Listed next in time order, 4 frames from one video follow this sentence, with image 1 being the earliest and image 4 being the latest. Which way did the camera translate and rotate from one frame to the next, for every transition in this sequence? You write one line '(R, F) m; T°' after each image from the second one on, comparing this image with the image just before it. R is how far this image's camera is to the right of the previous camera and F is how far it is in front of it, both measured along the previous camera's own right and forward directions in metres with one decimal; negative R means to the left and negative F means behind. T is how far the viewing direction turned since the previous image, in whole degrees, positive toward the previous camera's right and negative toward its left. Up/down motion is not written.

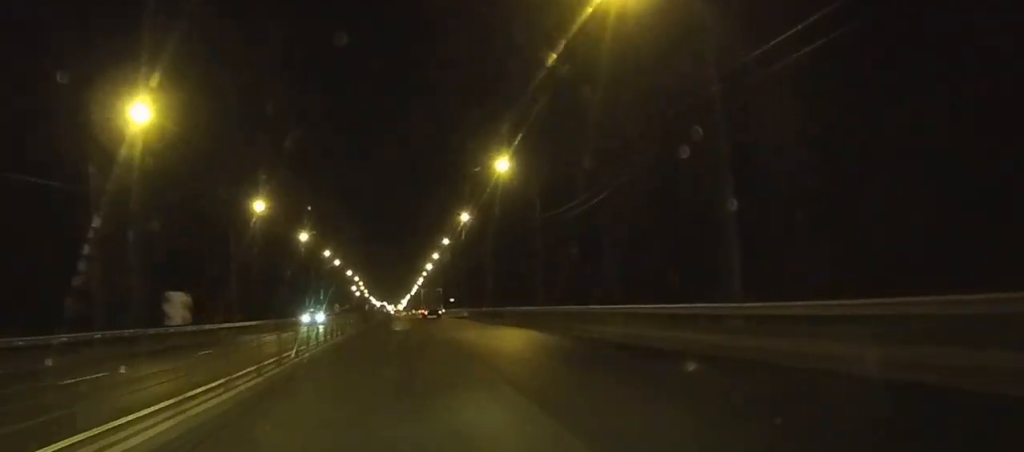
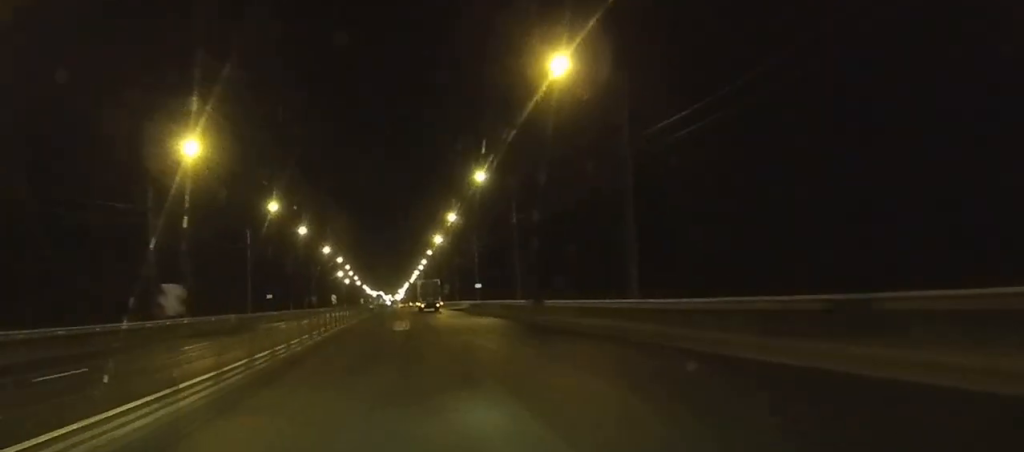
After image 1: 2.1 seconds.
(0.0, +58.4) m; 0°
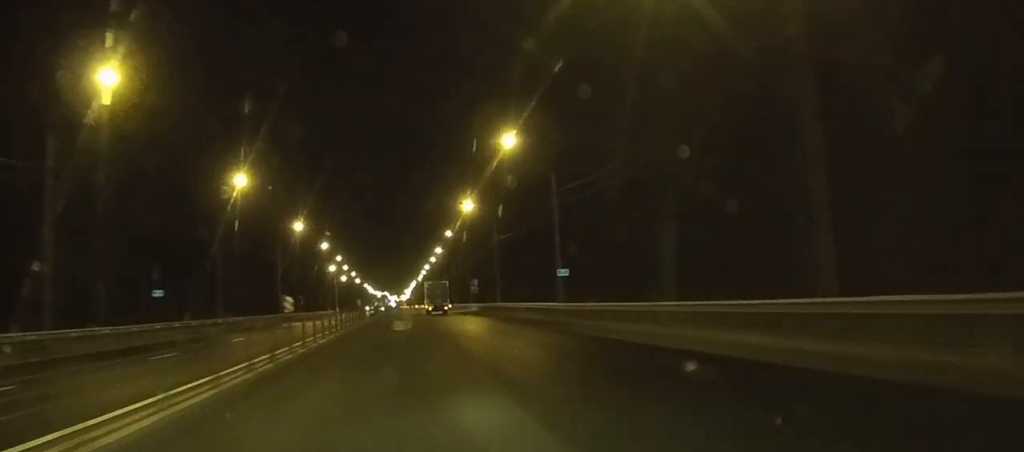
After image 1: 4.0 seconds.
(0.0, +51.1) m; 0°
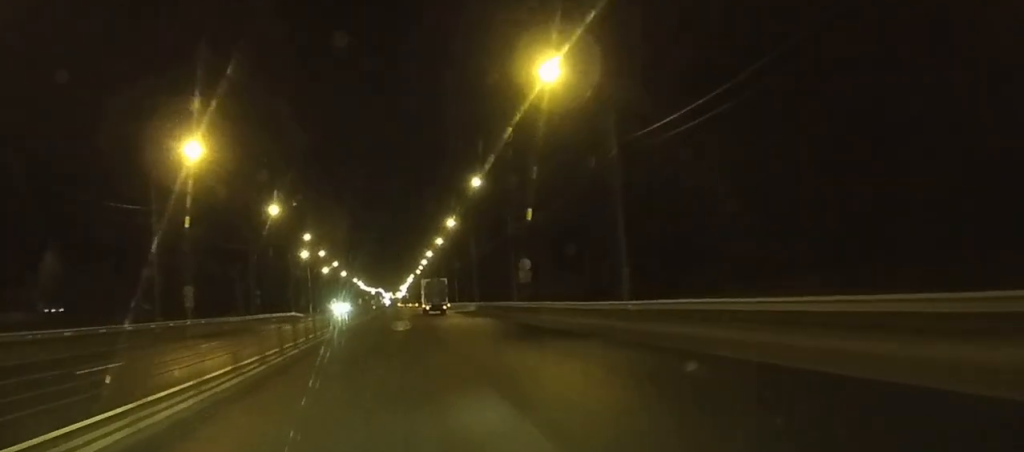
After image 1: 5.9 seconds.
(0.0, +52.0) m; 0°
